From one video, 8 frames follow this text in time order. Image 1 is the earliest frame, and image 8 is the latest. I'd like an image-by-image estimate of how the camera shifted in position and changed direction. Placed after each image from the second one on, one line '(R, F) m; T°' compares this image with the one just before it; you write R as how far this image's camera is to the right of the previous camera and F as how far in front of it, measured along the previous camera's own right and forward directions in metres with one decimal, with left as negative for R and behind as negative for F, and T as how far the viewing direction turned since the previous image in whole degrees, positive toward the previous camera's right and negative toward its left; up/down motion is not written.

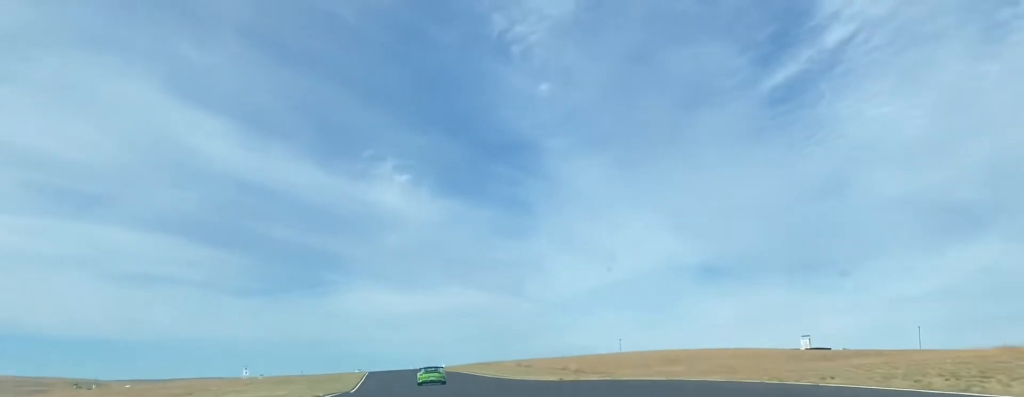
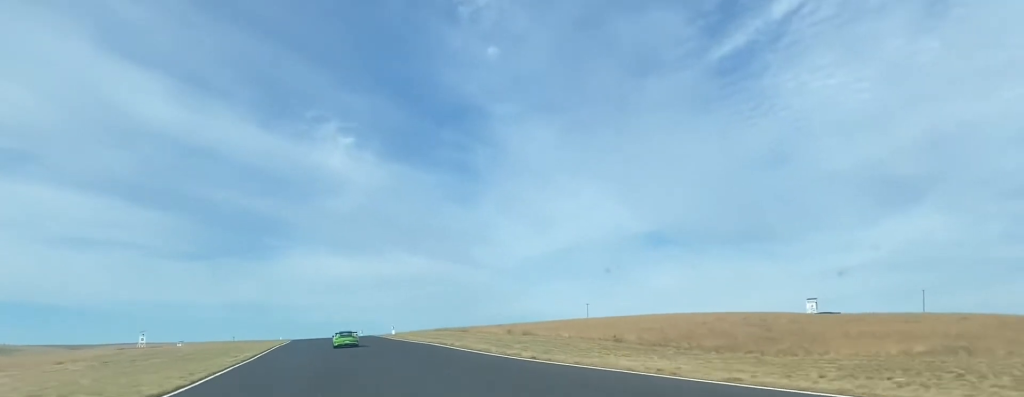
(+0.3, +40.2) m; +1°
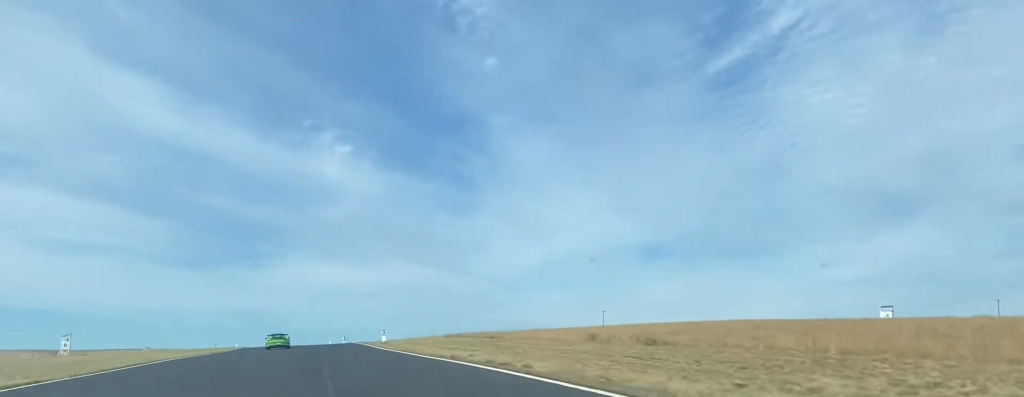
(0.0, +37.7) m; -1°
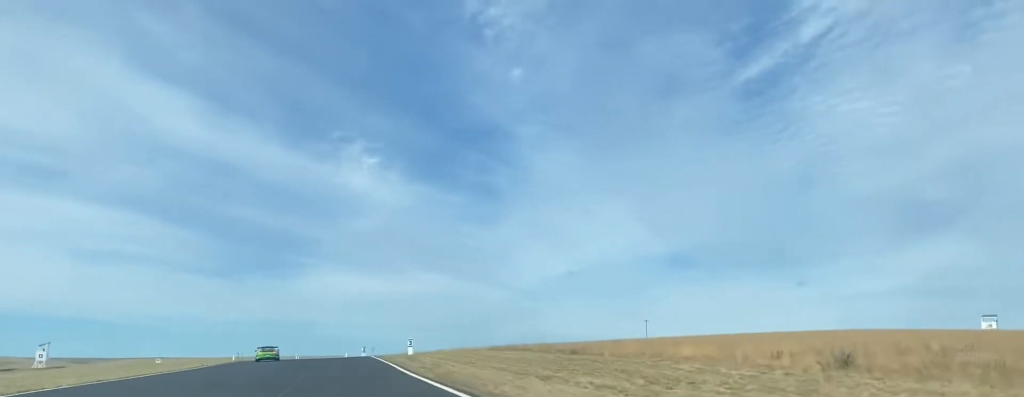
(0.0, +21.6) m; -2°
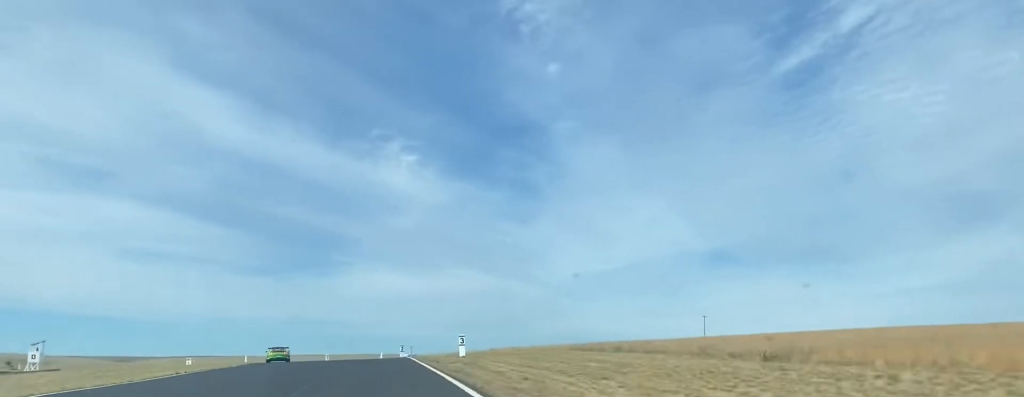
(-0.4, +18.3) m; -3°
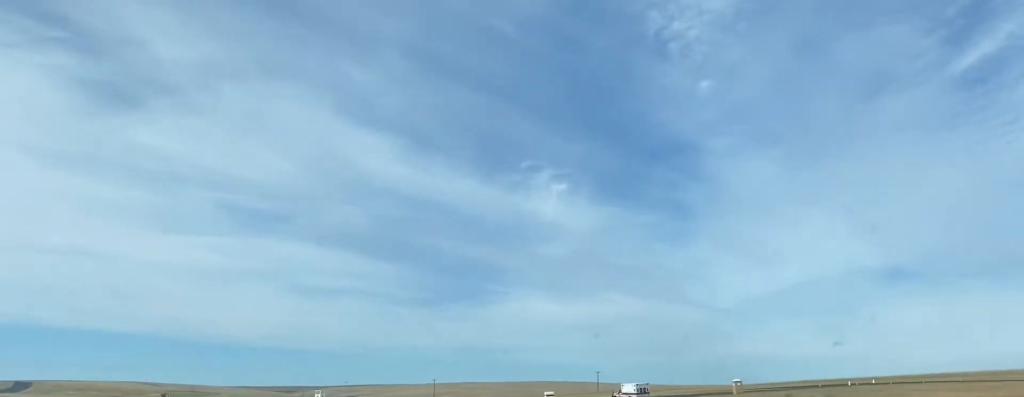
(-9.0, +79.4) m; -13°
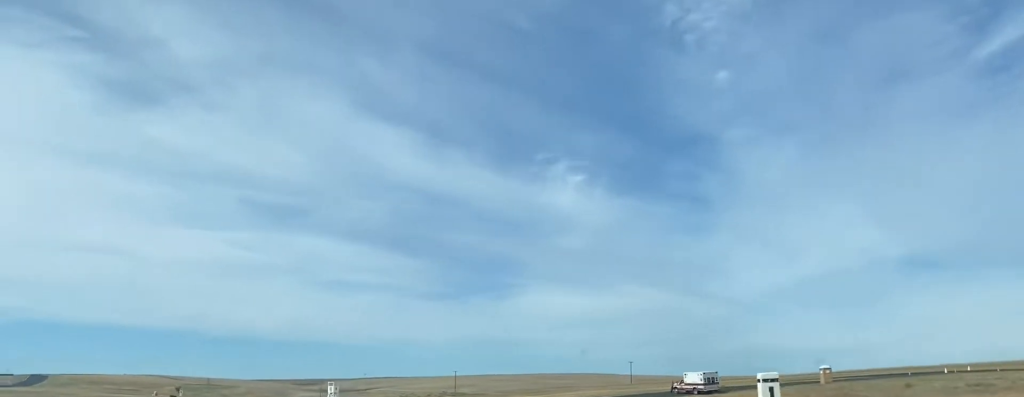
(-0.6, +21.7) m; -3°
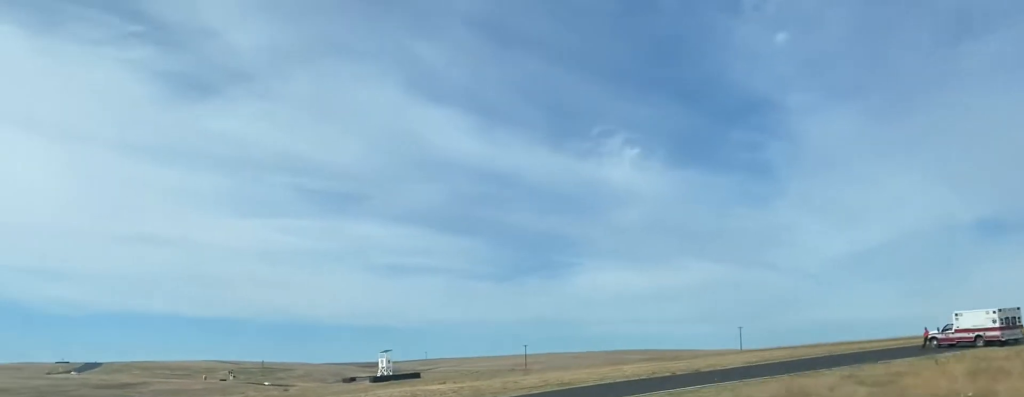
(-1.5, +44.6) m; -8°
